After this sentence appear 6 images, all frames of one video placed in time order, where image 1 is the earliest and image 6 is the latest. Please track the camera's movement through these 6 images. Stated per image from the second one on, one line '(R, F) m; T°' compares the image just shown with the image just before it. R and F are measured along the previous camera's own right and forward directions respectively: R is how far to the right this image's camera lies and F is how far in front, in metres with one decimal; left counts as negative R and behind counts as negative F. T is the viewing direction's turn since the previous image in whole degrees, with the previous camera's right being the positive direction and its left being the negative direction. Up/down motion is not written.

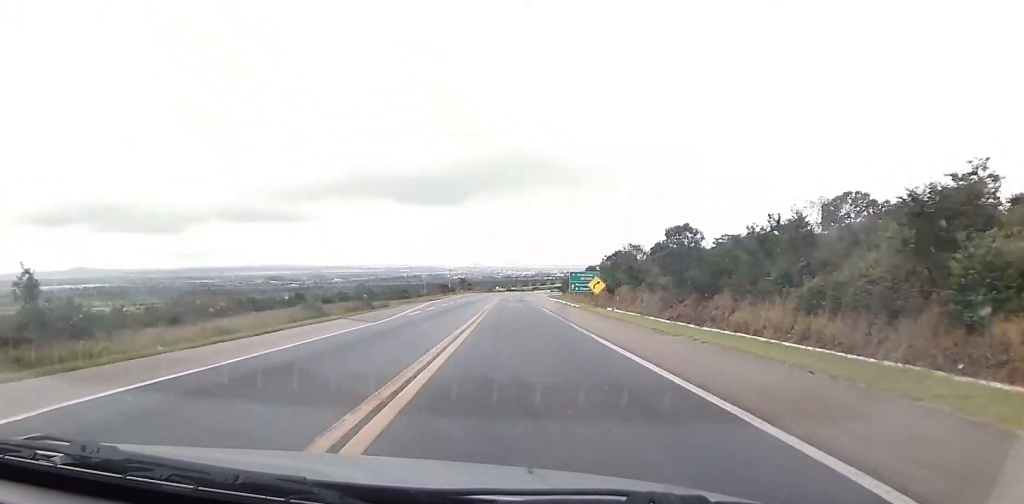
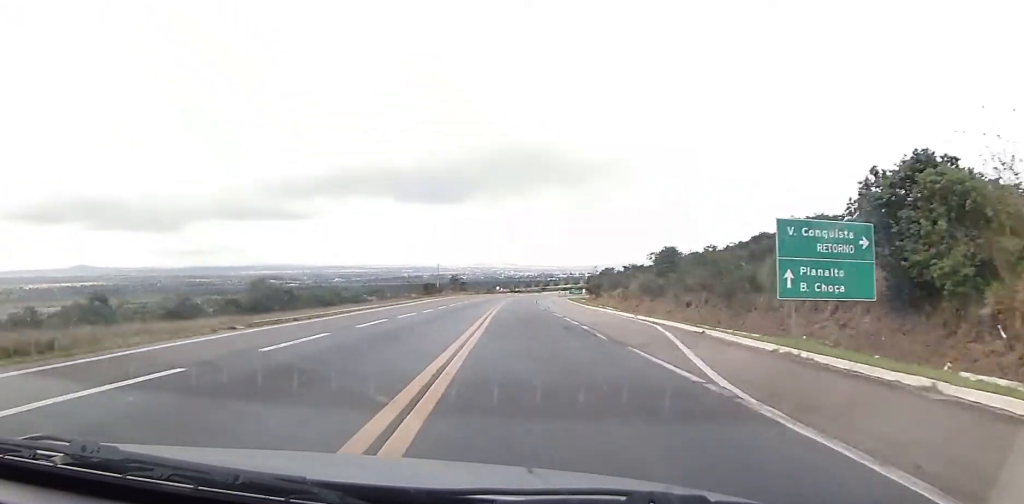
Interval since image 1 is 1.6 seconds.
(-0.4, +52.0) m; -1°
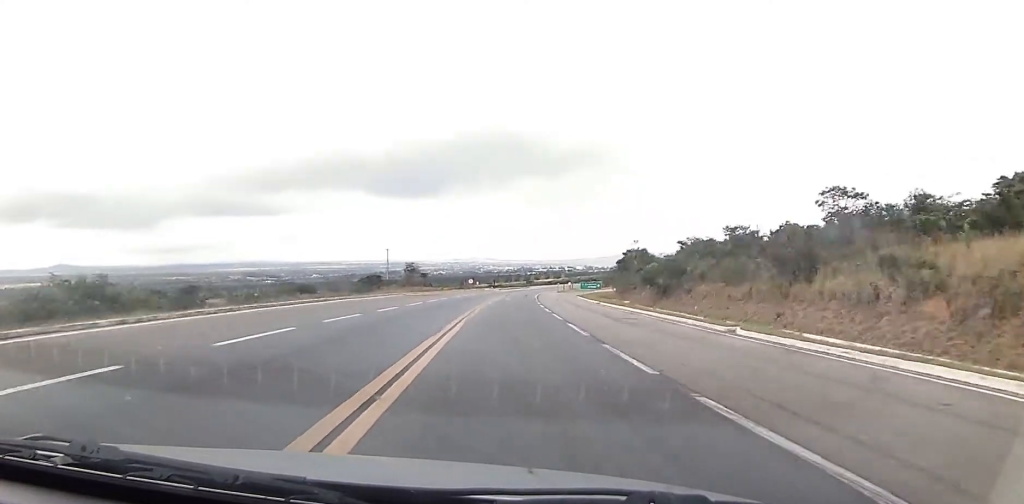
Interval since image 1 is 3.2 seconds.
(+0.5, +55.5) m; +1°
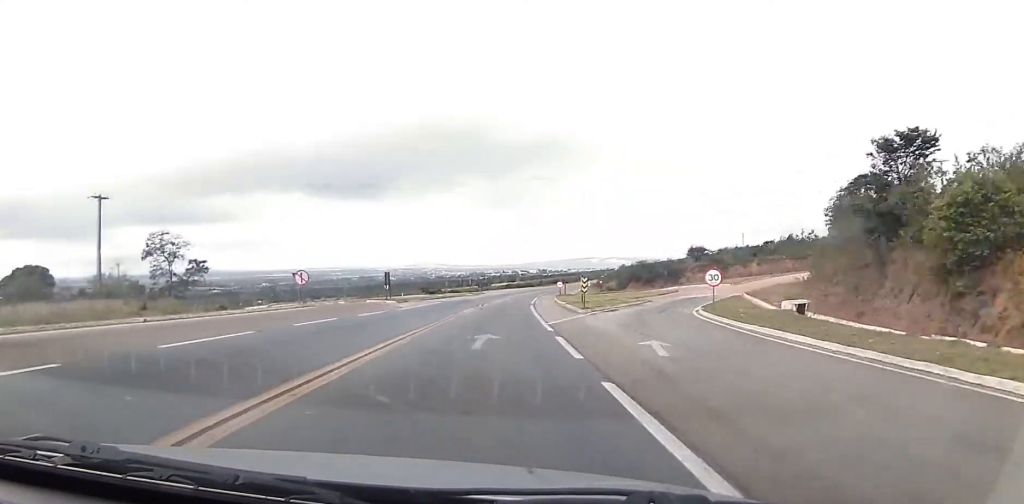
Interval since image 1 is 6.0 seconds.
(+2.4, +93.5) m; +4°
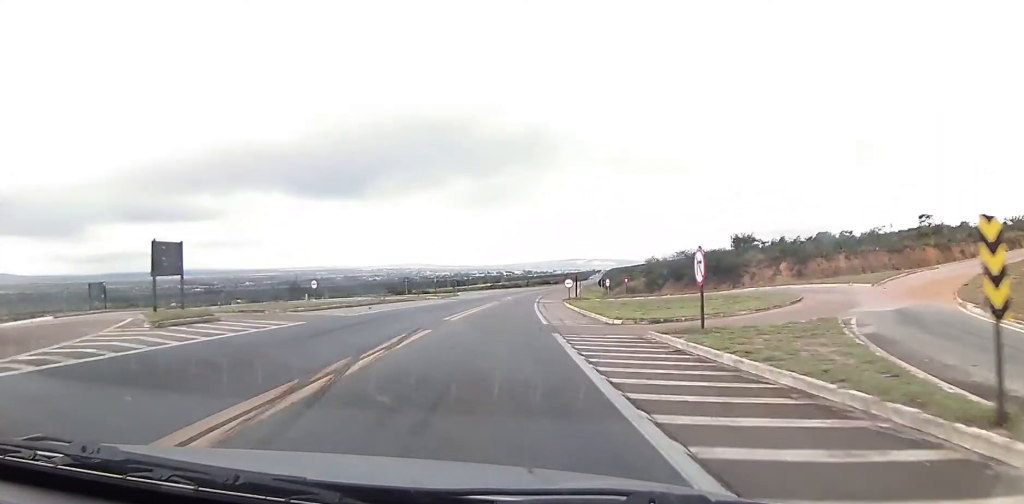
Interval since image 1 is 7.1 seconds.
(+0.5, +34.5) m; +1°
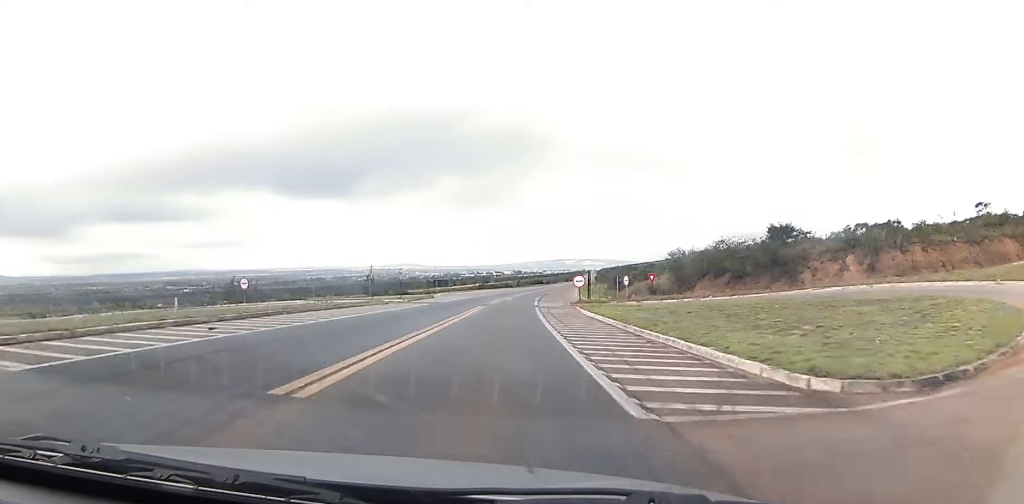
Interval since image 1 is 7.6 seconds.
(0.0, +17.9) m; +1°
